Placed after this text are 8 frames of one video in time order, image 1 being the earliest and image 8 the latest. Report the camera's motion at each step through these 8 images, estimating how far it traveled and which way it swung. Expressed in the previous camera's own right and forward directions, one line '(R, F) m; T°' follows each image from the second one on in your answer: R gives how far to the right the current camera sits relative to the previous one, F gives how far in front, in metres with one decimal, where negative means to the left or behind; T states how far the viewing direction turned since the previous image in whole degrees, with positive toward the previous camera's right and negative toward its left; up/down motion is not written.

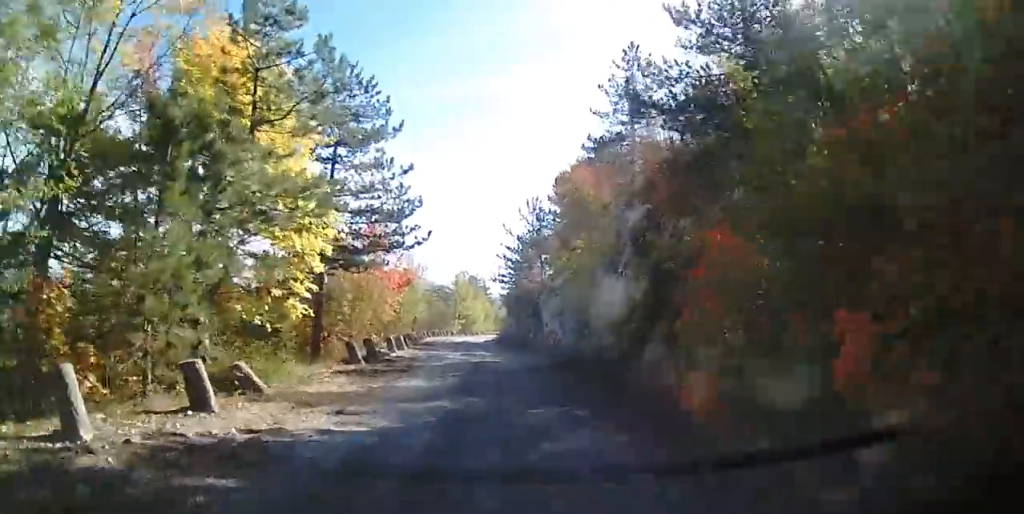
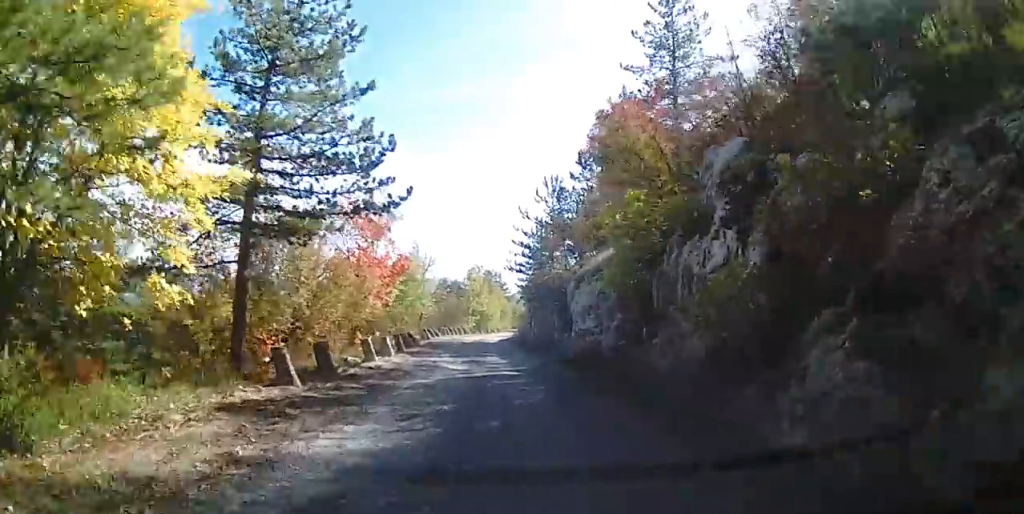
(-0.3, +5.9) m; -2°
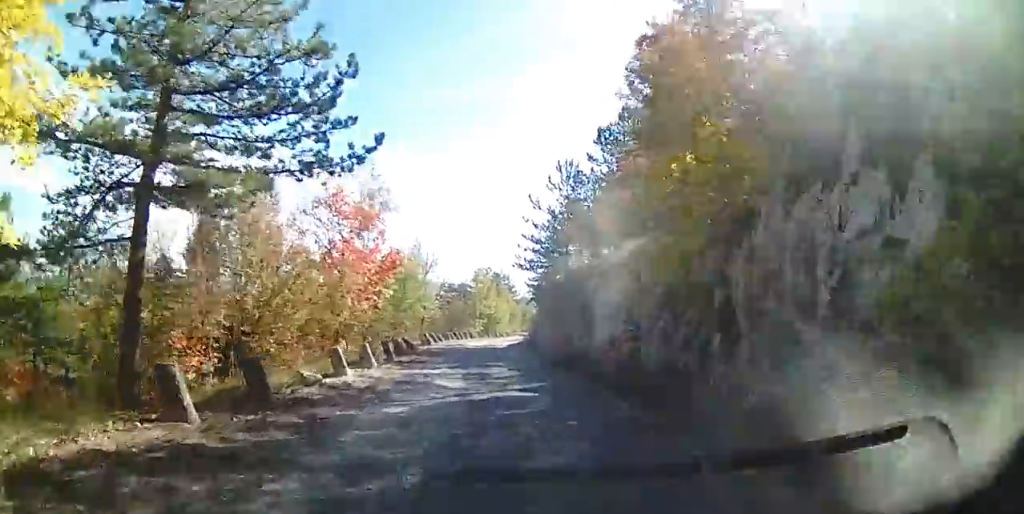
(-0.1, +3.7) m; -1°
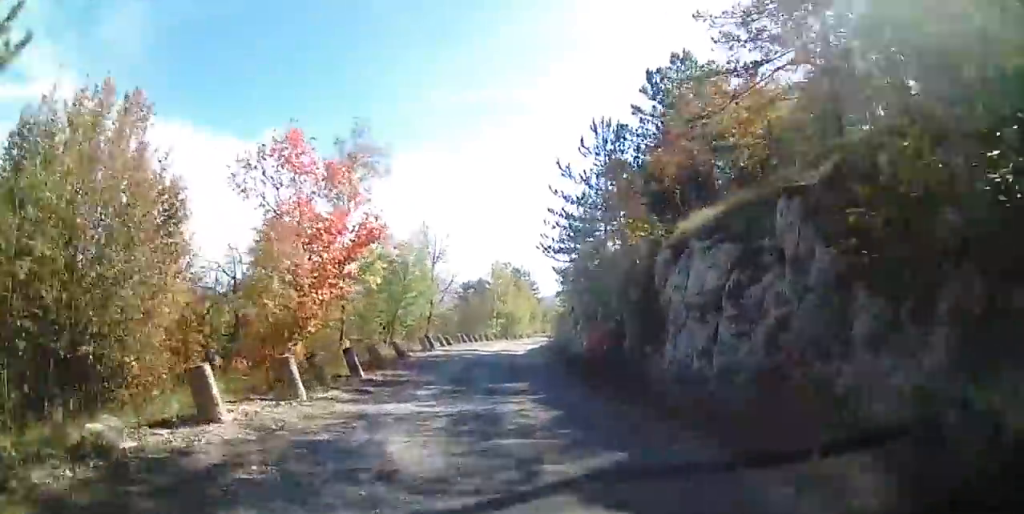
(0.0, +6.2) m; +2°
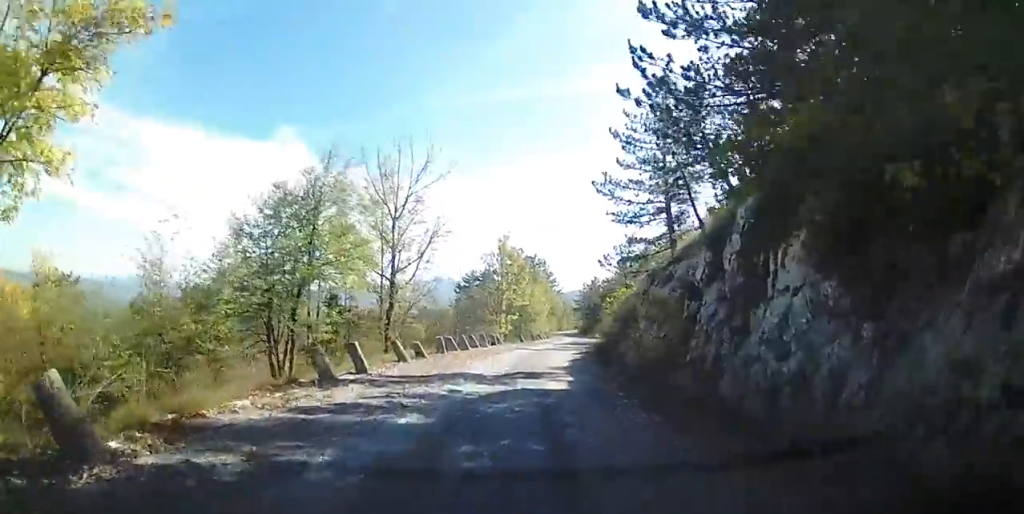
(+0.3, +15.1) m; 0°
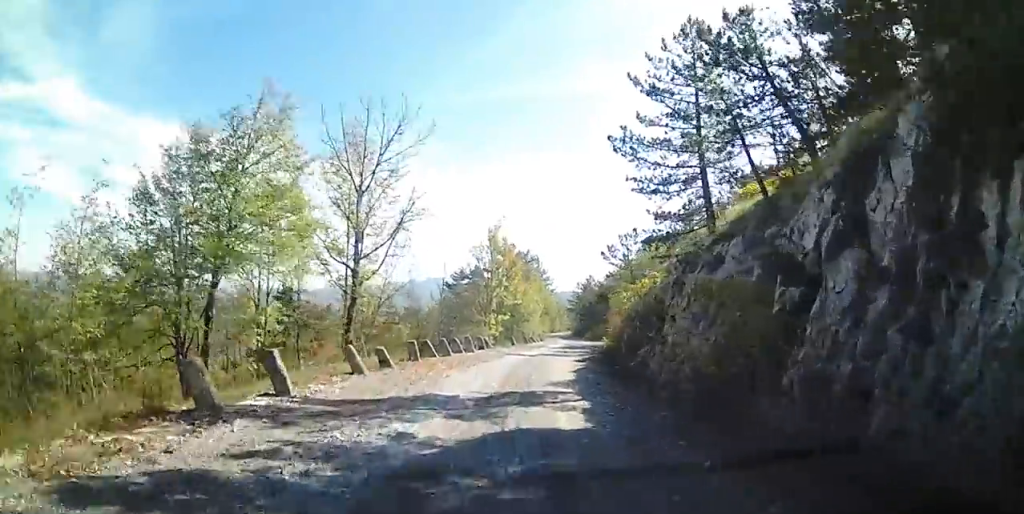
(-0.1, +3.9) m; -1°
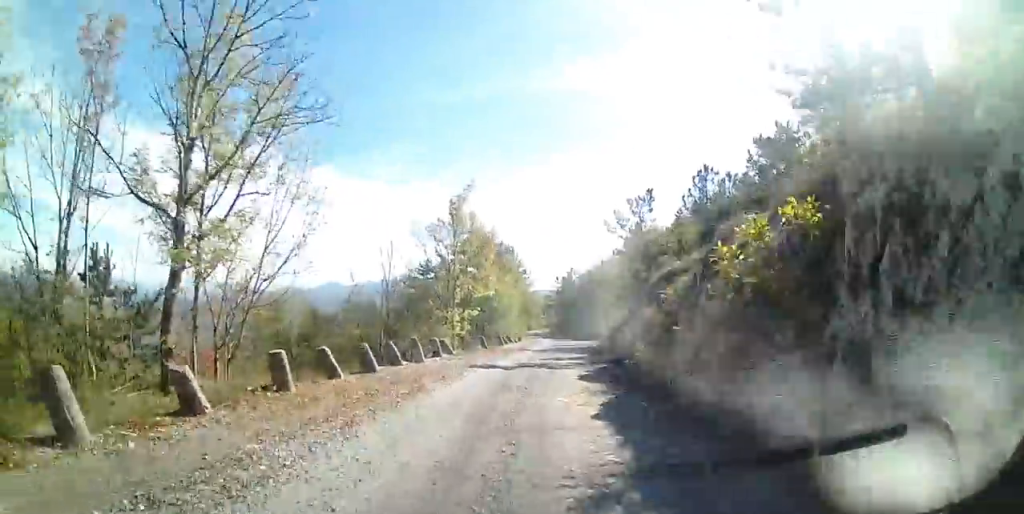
(0.0, +8.6) m; +2°
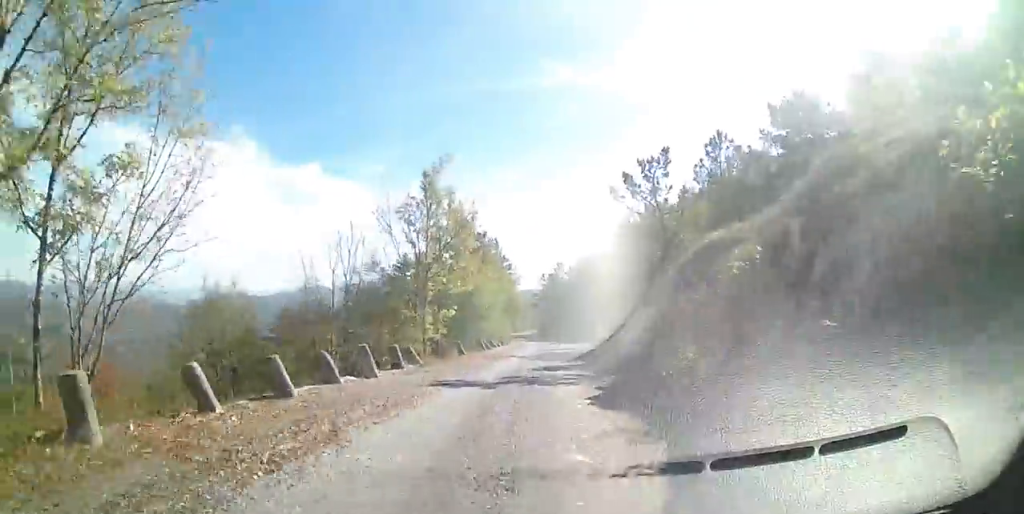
(+0.1, +4.4) m; +1°
